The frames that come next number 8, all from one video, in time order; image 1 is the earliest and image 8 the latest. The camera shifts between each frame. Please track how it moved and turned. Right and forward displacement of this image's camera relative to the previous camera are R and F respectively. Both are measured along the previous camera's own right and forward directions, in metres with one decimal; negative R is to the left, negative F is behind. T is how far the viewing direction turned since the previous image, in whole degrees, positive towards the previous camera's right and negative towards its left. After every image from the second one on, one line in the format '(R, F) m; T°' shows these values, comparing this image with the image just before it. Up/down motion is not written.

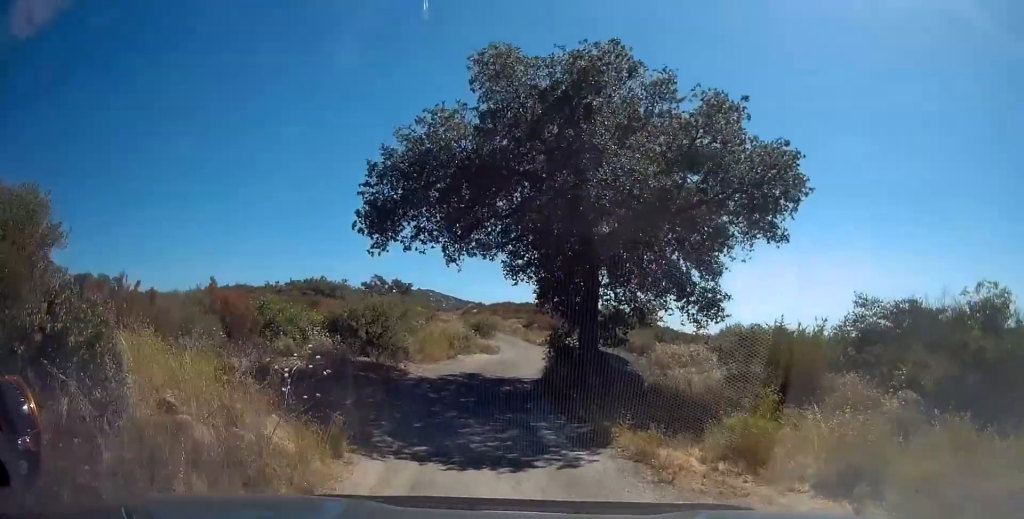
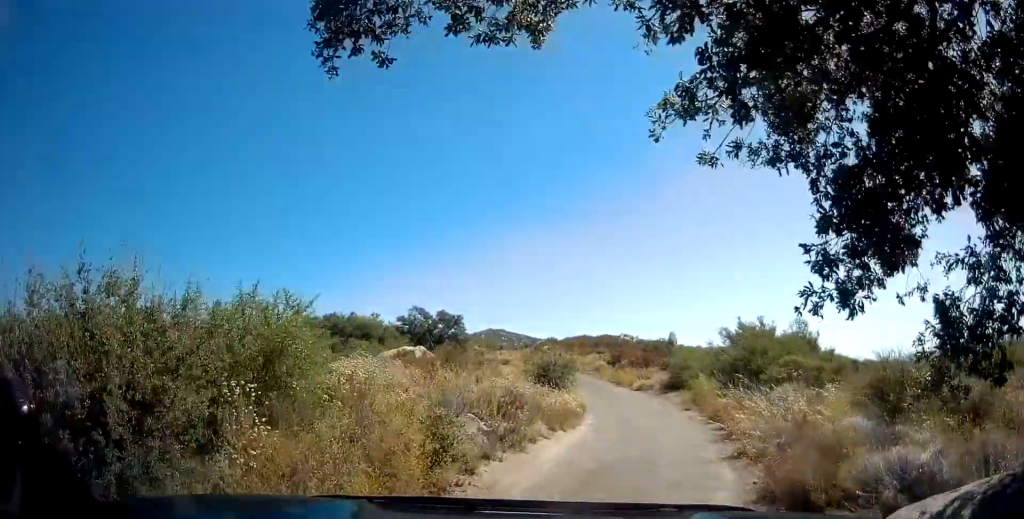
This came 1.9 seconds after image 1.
(-1.0, +15.6) m; -2°
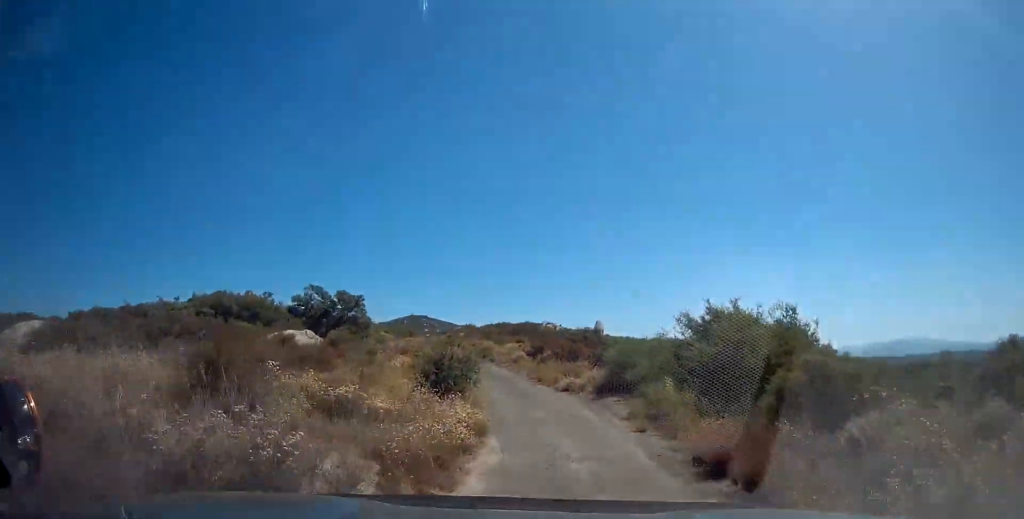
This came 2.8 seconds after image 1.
(+0.2, +7.1) m; +2°
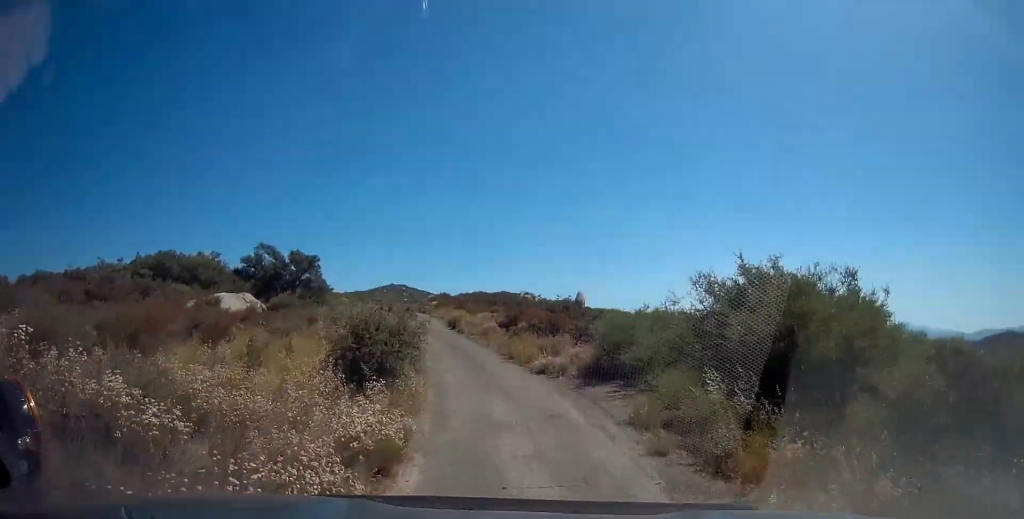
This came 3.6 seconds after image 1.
(0.0, +5.4) m; 0°
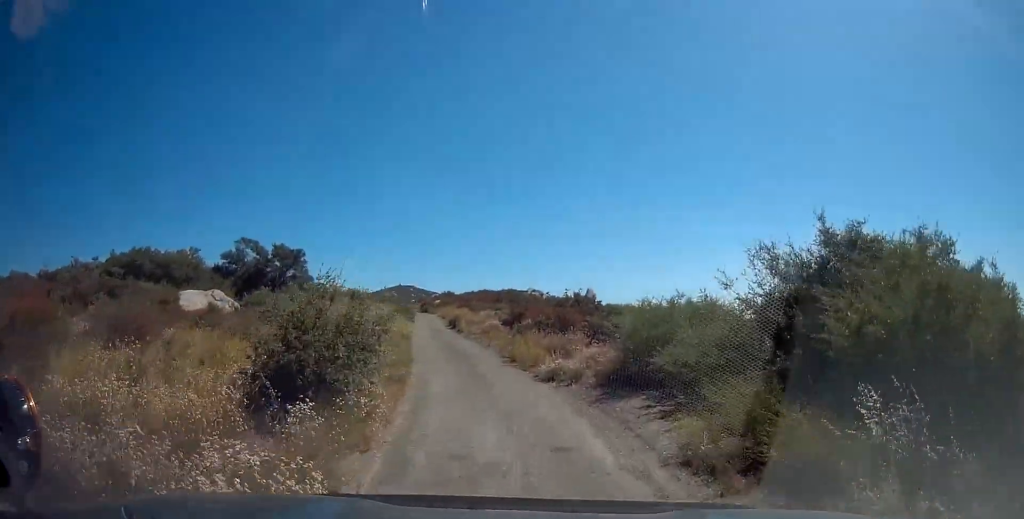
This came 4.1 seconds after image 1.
(0.0, +3.8) m; 0°
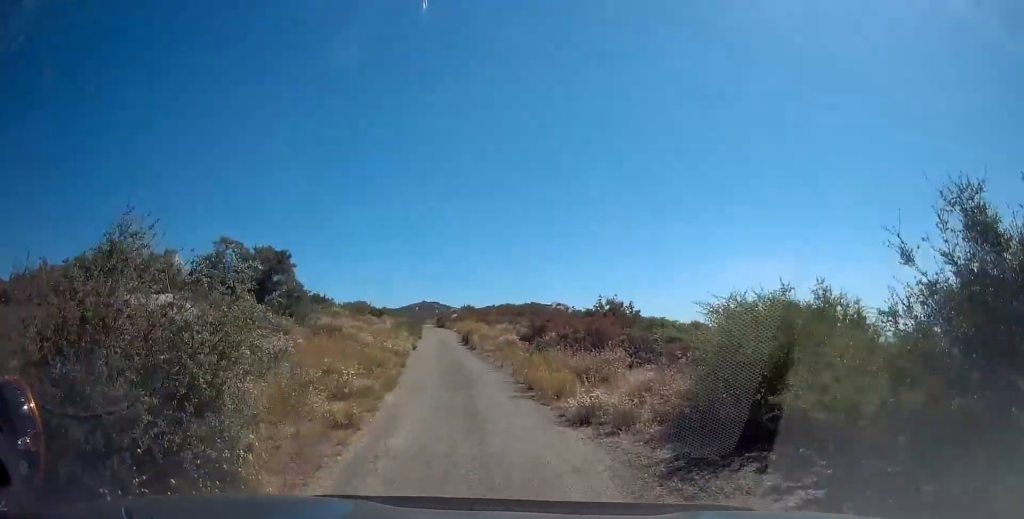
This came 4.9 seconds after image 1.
(0.0, +5.2) m; -1°
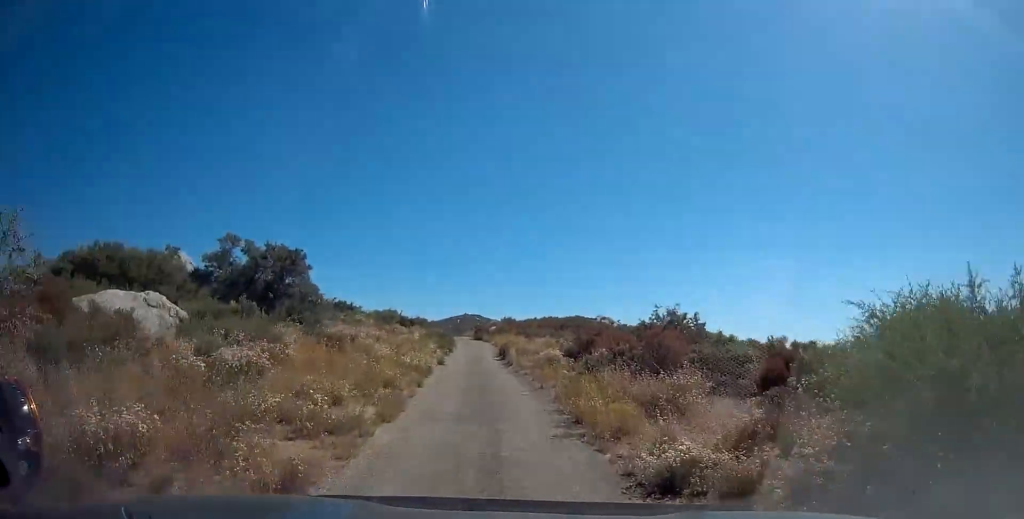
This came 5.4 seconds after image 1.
(-0.1, +3.6) m; -3°
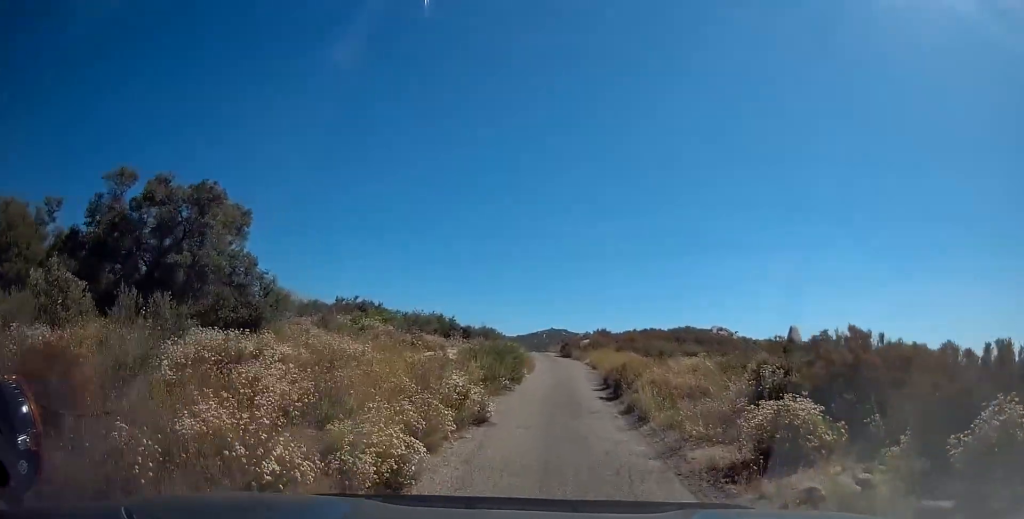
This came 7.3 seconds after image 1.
(-1.3, +13.5) m; -9°
